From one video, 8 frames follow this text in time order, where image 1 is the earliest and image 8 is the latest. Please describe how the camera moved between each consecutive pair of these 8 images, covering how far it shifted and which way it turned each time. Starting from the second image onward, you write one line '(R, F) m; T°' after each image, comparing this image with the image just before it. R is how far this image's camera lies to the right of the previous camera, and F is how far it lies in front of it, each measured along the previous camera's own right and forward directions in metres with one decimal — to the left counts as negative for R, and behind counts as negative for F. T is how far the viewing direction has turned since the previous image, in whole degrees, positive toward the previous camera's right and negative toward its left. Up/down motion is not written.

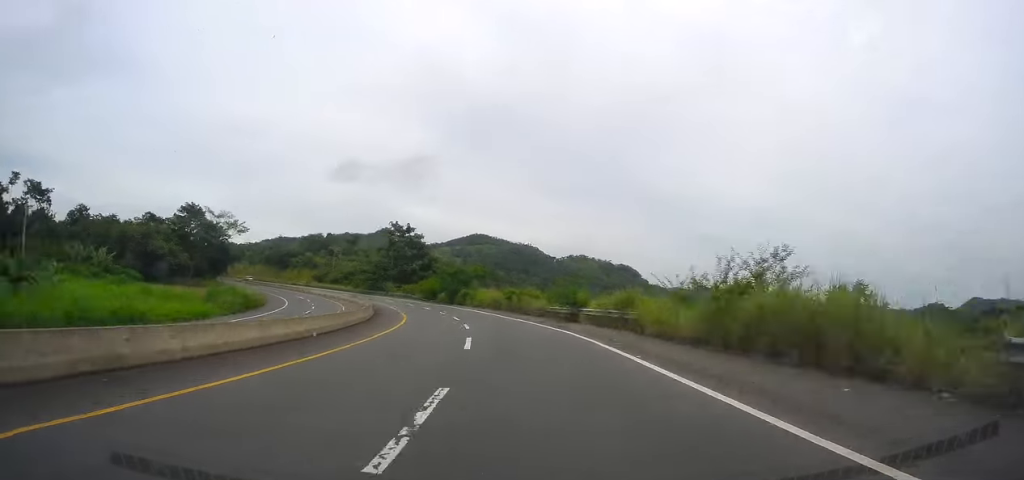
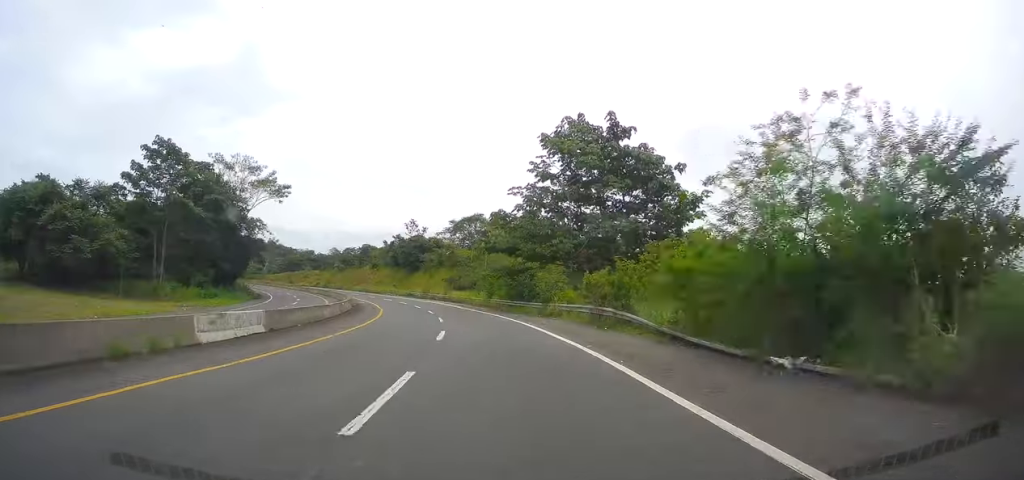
(-12.7, +83.1) m; -20°
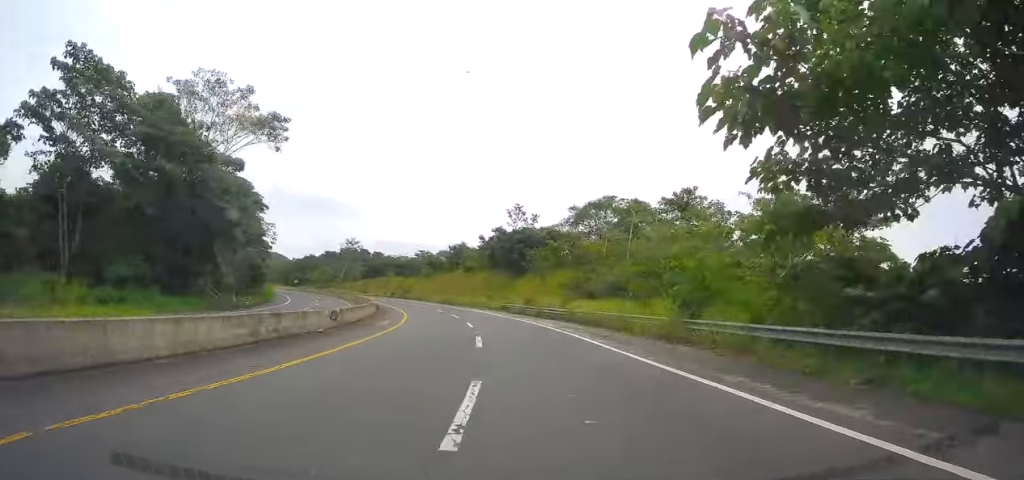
(-3.4, +36.6) m; -11°
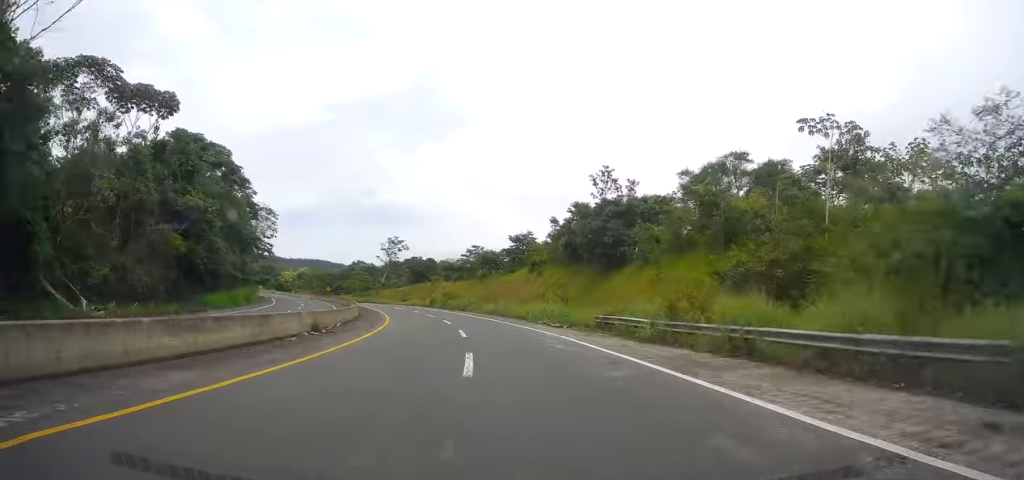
(-2.5, +30.8) m; -9°
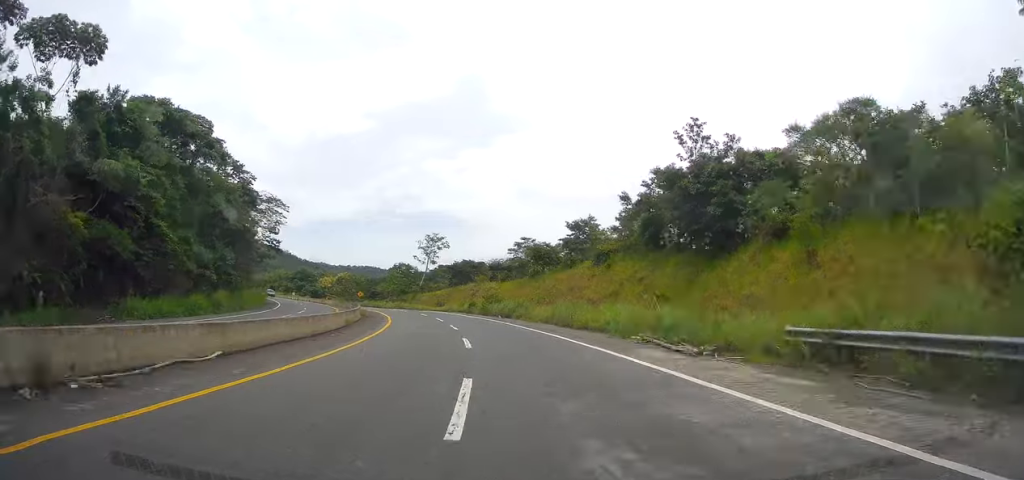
(-1.1, +16.7) m; -5°
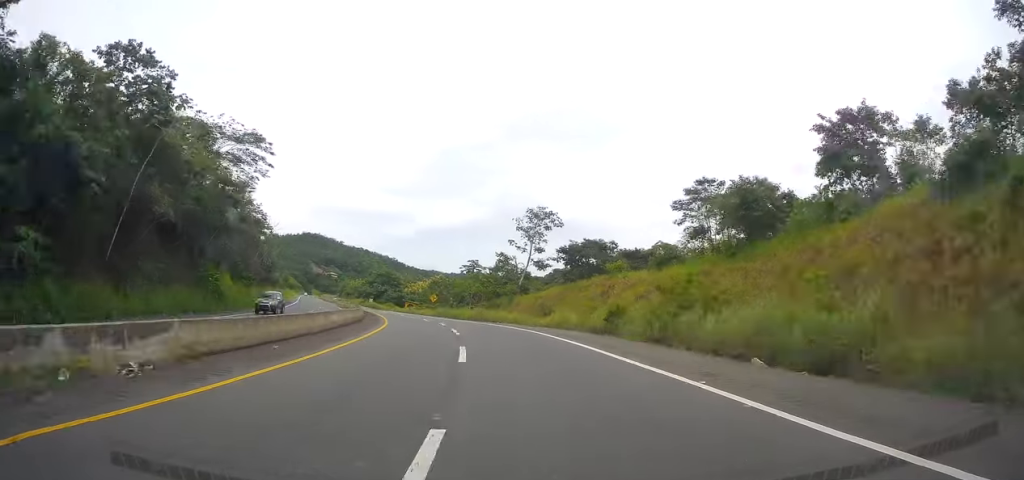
(-3.9, +39.8) m; -11°
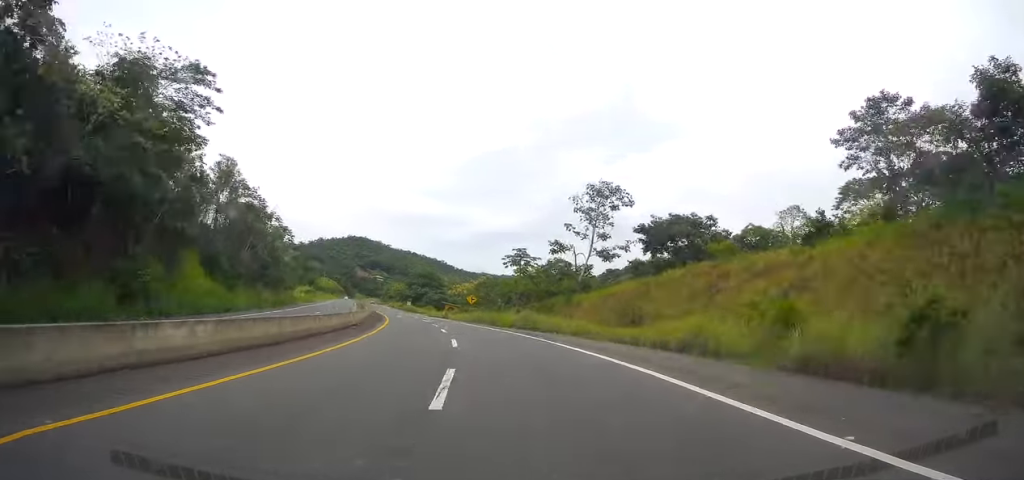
(-0.4, +18.4) m; -5°
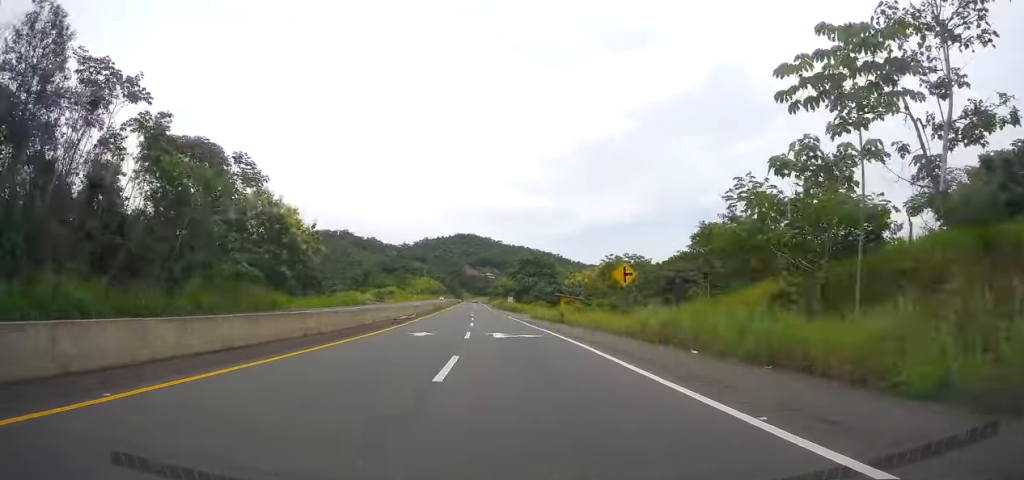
(-4.4, +45.6) m; -11°
